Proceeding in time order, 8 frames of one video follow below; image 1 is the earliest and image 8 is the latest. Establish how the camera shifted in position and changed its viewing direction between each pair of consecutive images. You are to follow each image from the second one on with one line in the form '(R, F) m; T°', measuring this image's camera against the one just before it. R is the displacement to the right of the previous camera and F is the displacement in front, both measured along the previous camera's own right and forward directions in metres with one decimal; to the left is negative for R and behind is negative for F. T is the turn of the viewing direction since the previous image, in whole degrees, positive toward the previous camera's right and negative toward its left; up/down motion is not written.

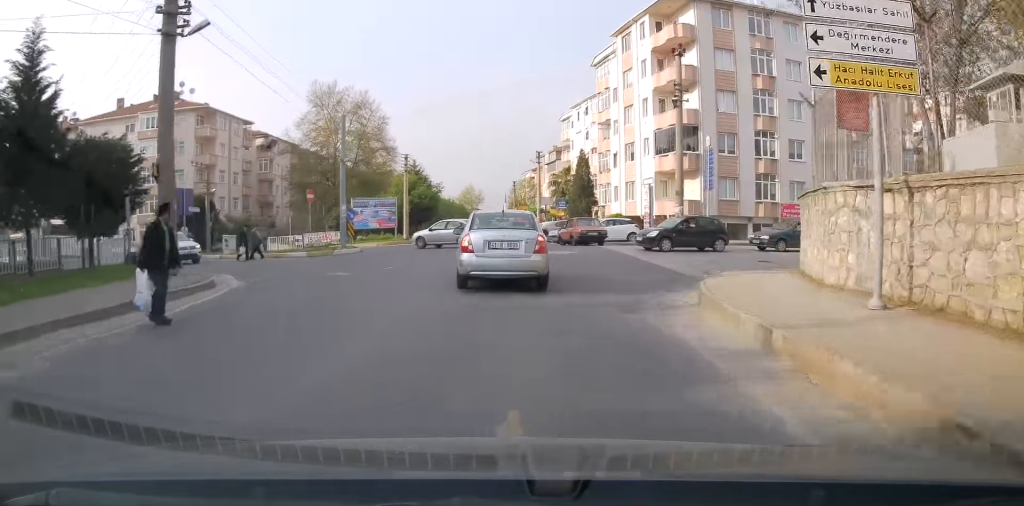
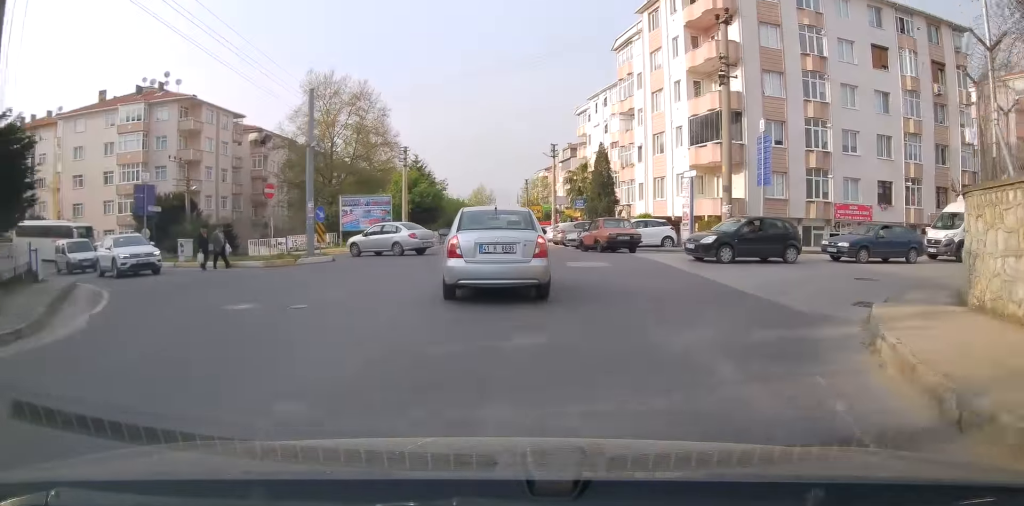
(-0.3, +7.4) m; -1°
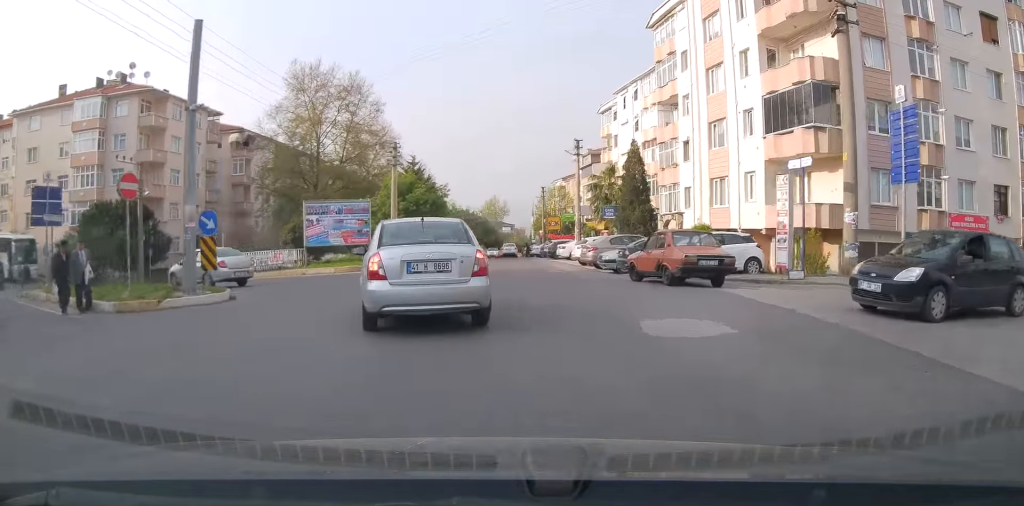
(+0.2, +11.2) m; 0°
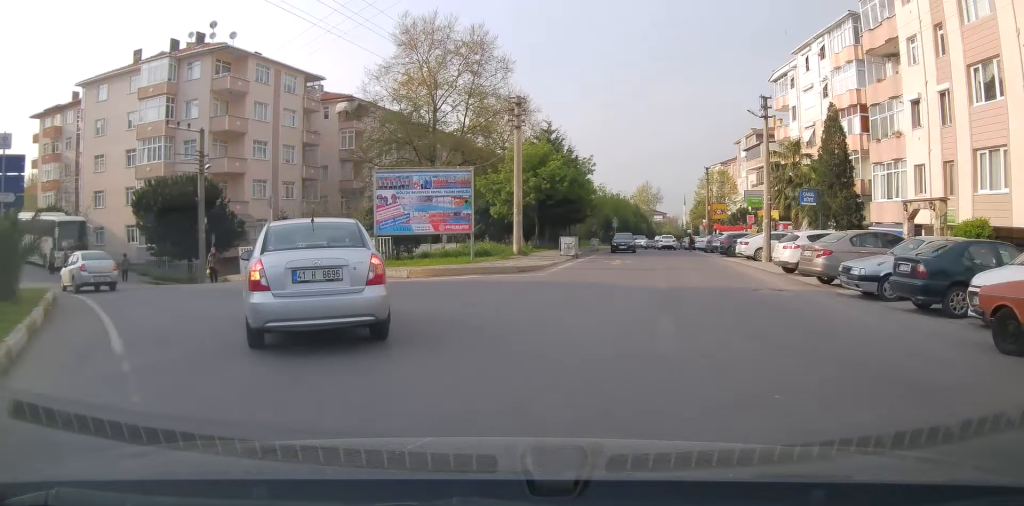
(-0.8, +12.0) m; -13°
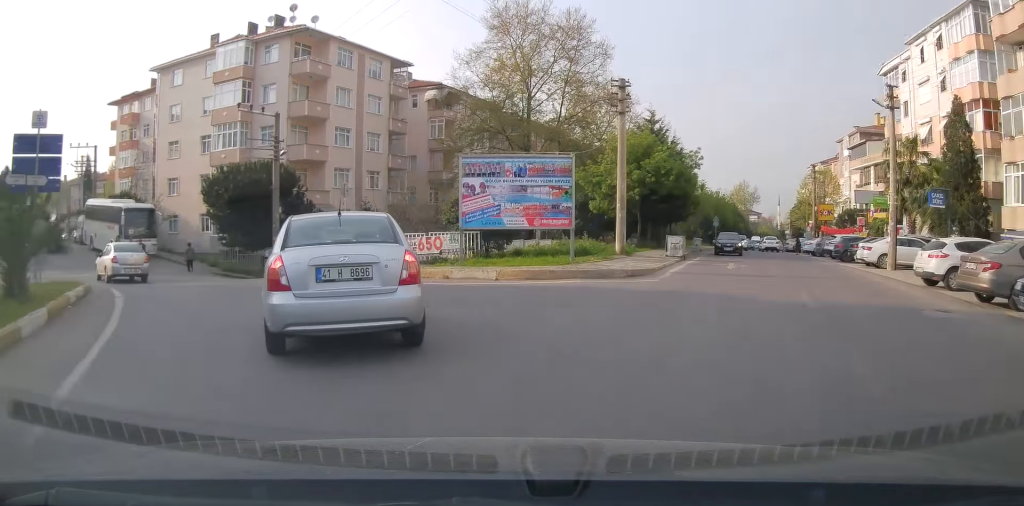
(+0.2, +3.0) m; -7°
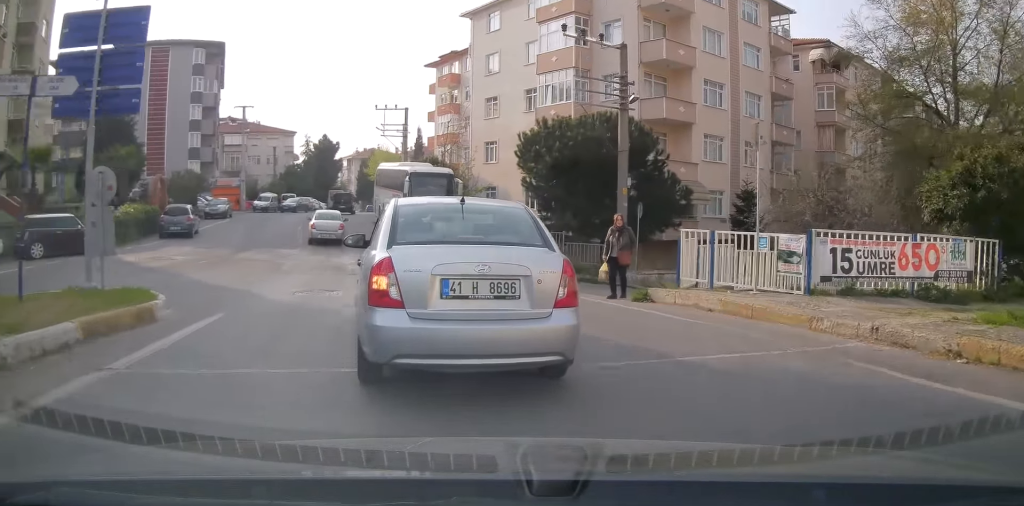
(-5.9, +10.9) m; -47°
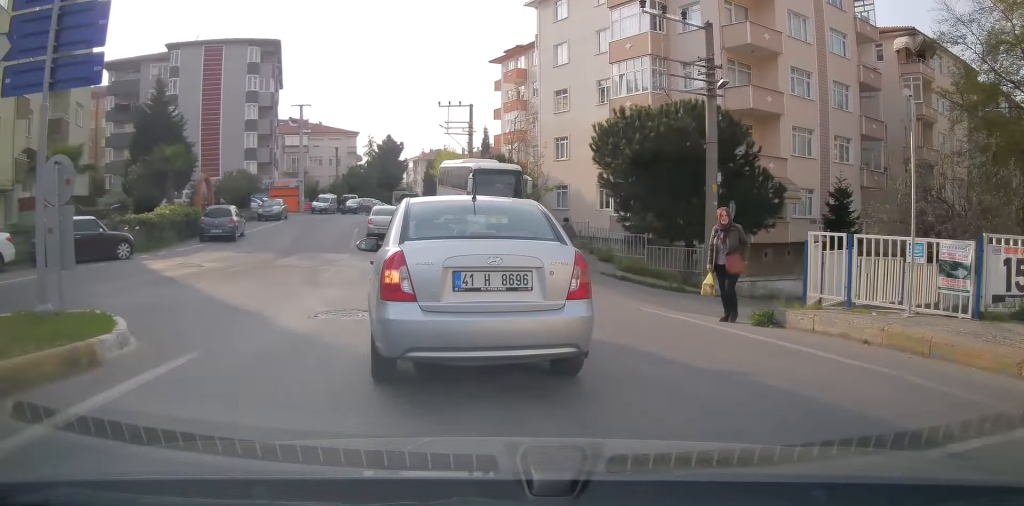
(-0.1, +2.7) m; -3°
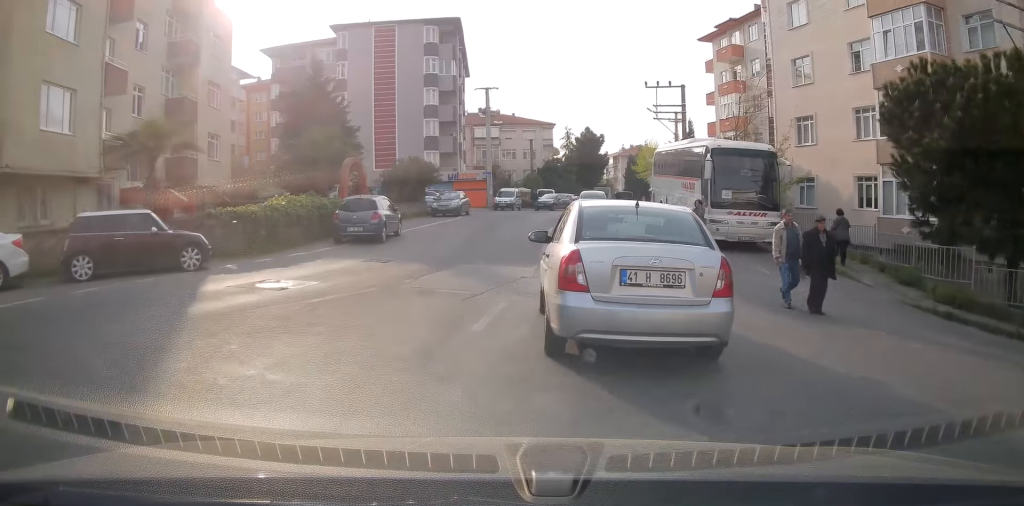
(0.0, +5.6) m; 0°
